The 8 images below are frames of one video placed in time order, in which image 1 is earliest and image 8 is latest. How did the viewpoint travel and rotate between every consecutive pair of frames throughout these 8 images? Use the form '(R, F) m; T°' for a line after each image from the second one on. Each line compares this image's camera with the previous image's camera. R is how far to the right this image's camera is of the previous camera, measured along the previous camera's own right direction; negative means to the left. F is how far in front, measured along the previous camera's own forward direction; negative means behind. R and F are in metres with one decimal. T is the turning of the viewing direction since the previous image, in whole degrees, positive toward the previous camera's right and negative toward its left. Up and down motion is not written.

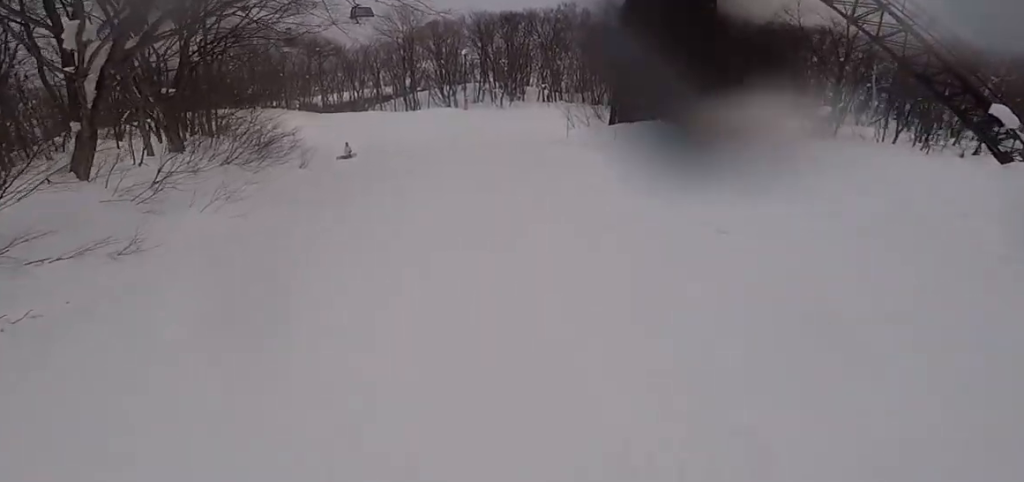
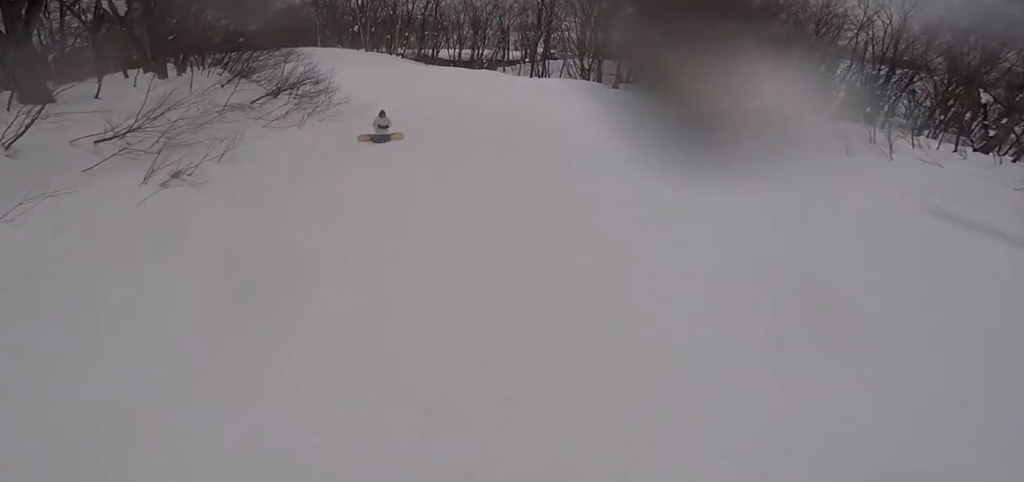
(-0.1, +19.3) m; -6°
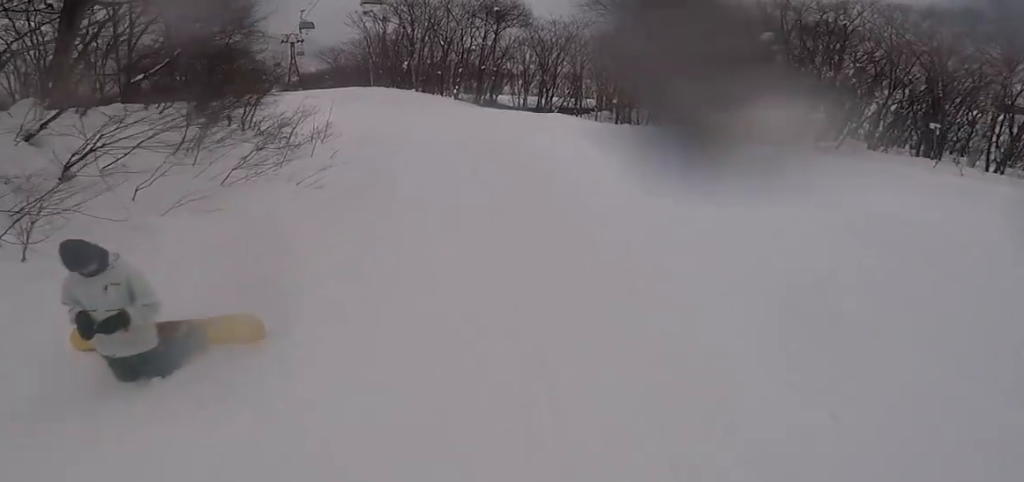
(-1.7, +12.5) m; -14°
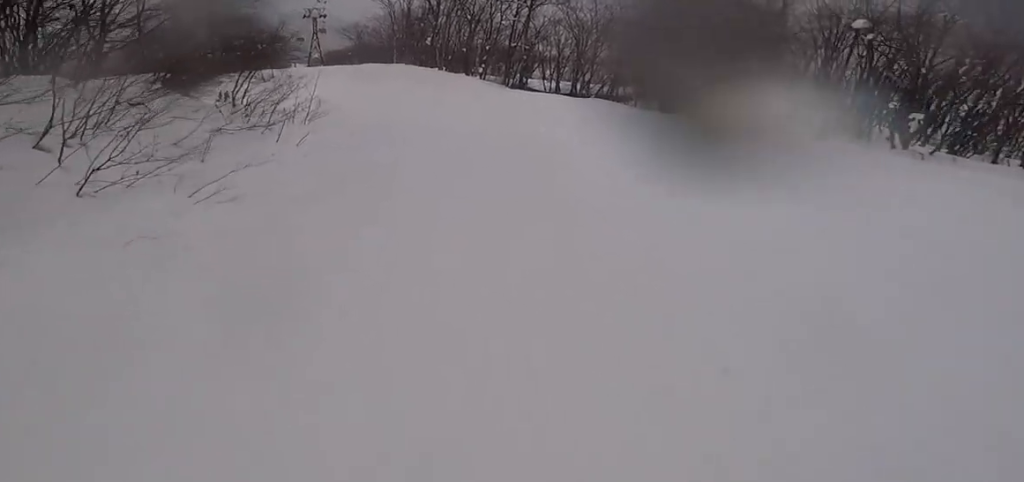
(-0.1, +4.8) m; -3°
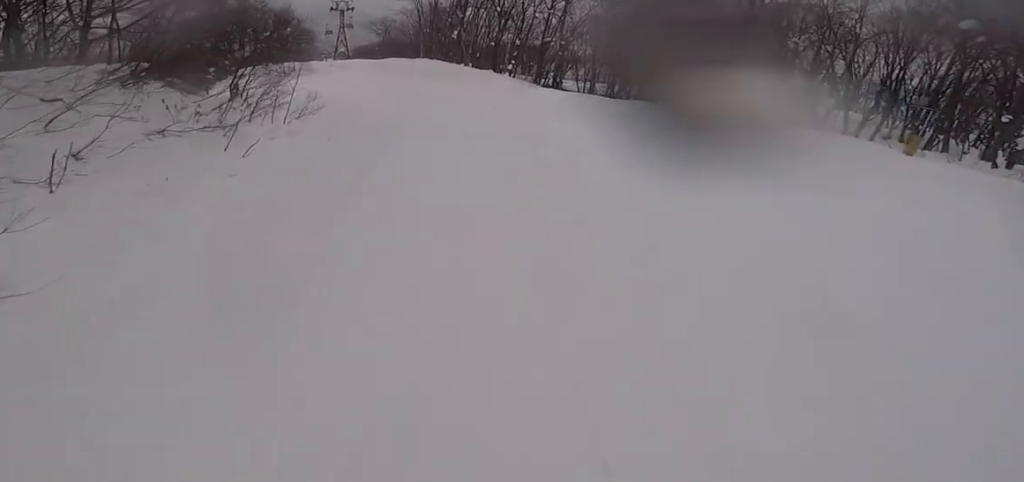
(+0.1, +4.0) m; -2°
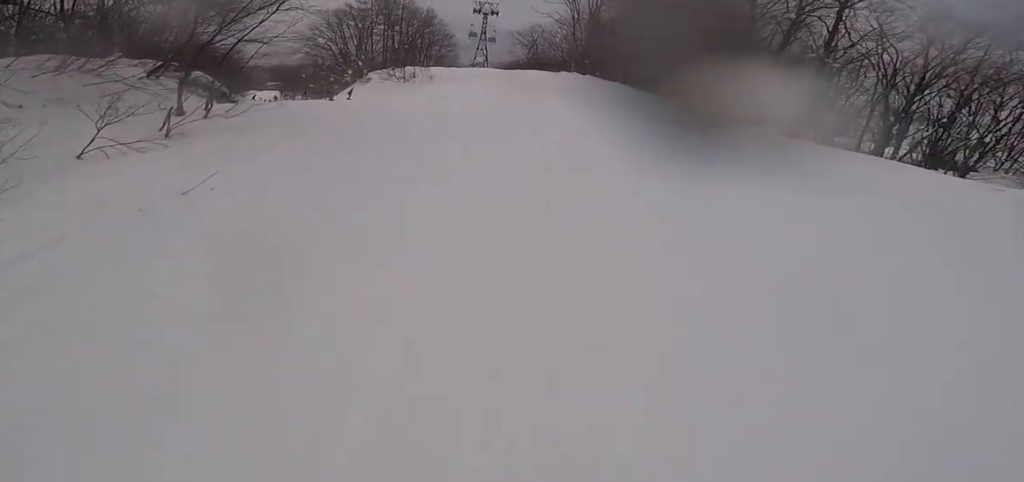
(-1.5, +15.5) m; -12°
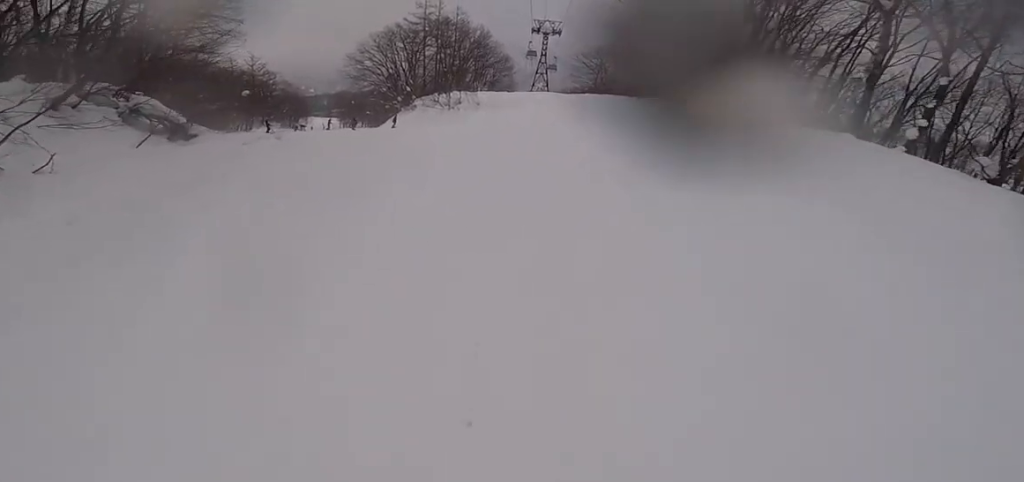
(-0.6, +8.6) m; -13°
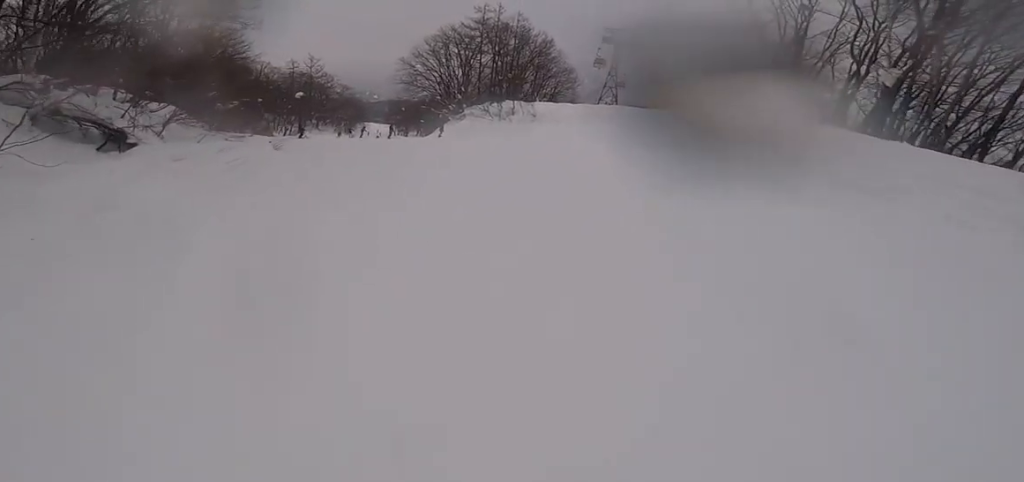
(-0.6, +6.2) m; -11°
